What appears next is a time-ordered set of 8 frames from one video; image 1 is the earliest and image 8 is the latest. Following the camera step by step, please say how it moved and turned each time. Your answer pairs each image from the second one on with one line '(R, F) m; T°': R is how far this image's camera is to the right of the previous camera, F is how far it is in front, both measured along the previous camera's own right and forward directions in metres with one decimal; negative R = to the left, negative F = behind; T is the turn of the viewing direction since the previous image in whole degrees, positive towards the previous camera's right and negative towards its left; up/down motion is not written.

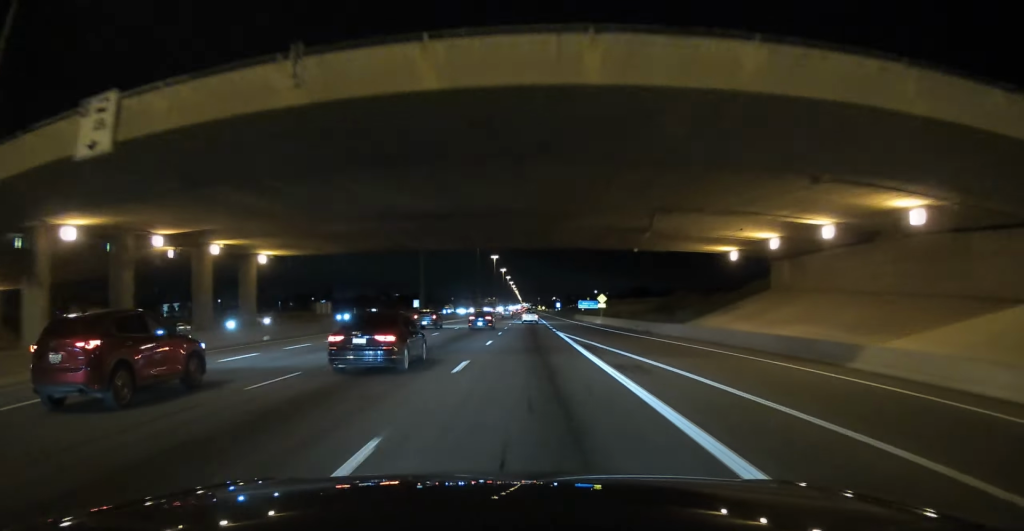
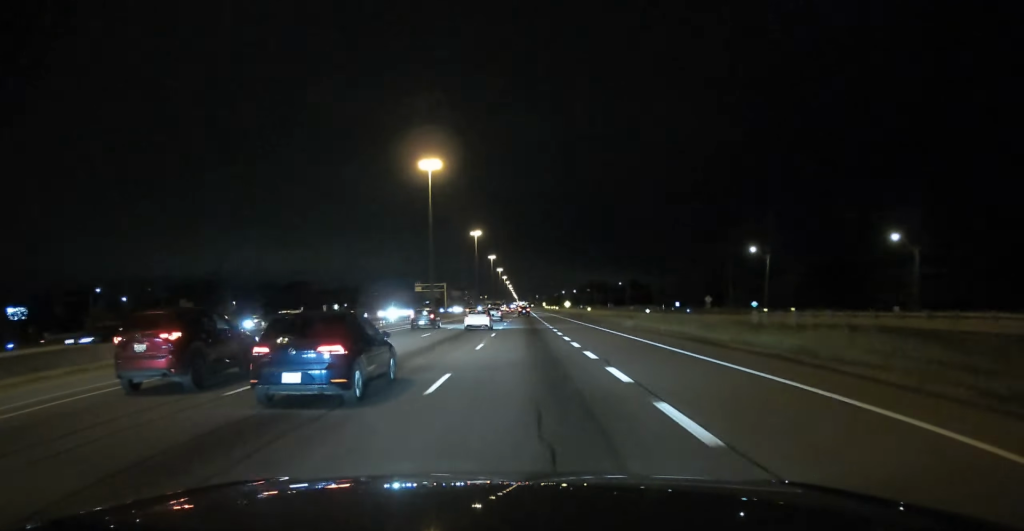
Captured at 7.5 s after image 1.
(+0.2, +238.9) m; 0°
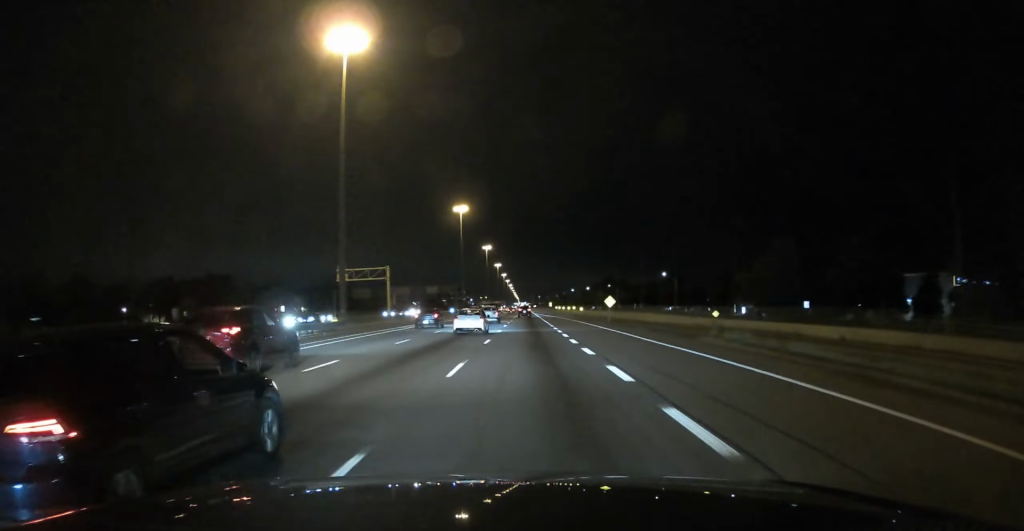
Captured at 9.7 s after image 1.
(0.0, +67.1) m; 0°
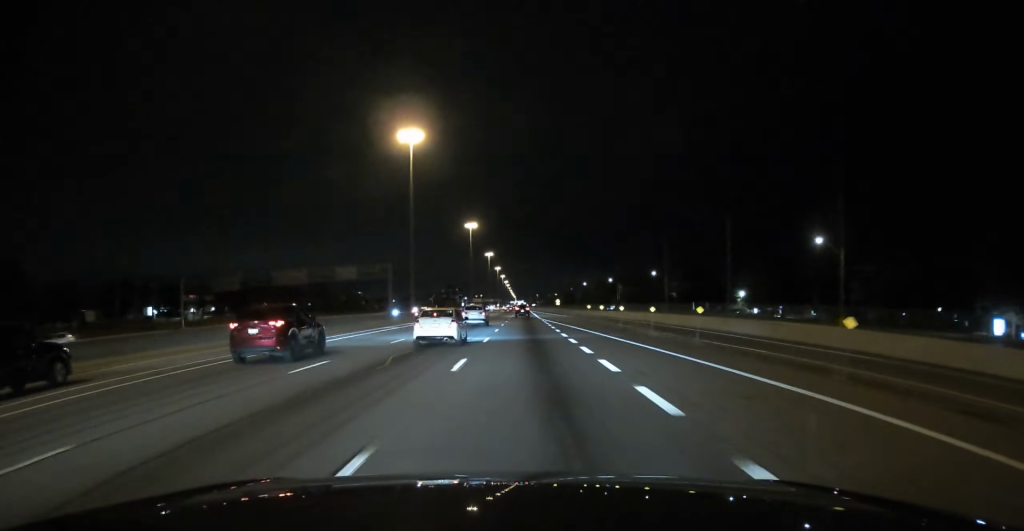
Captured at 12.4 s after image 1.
(+0.1, +85.0) m; 0°
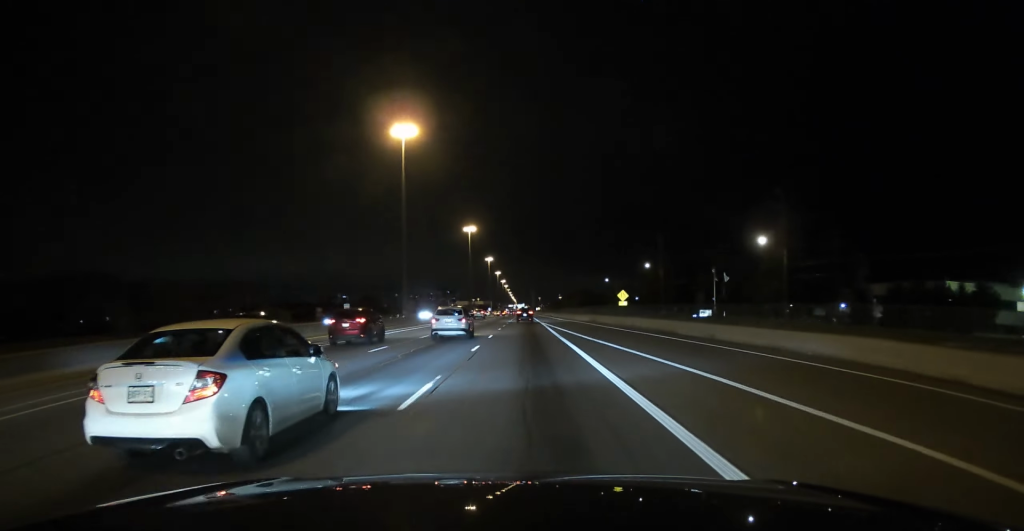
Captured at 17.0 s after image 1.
(-0.2, +140.5) m; 0°
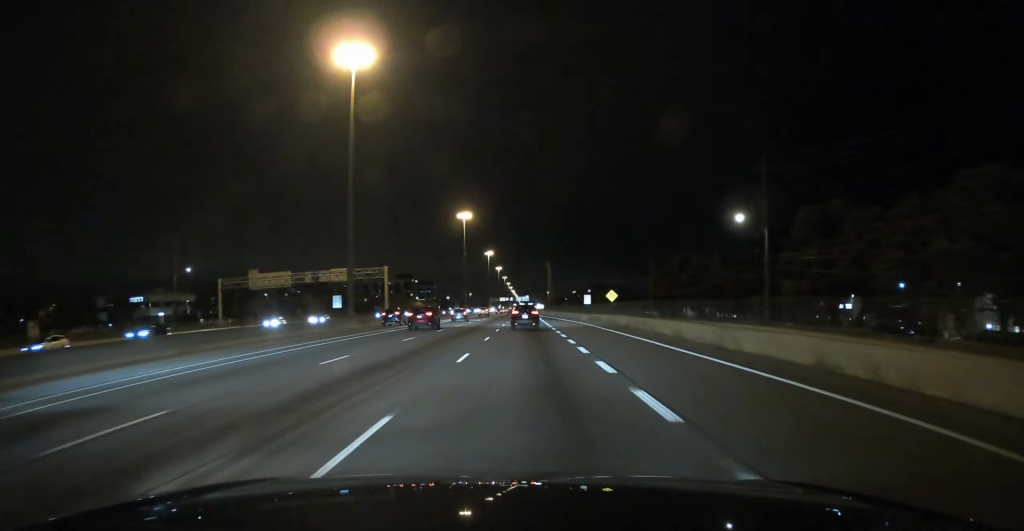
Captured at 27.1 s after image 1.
(+1.1, +309.1) m; 0°
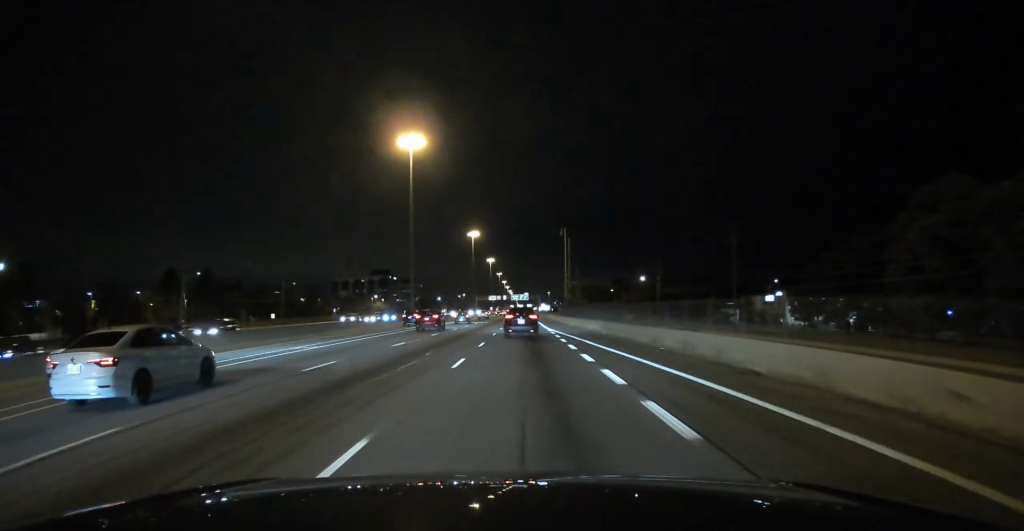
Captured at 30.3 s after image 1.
(-0.9, +100.8) m; 0°
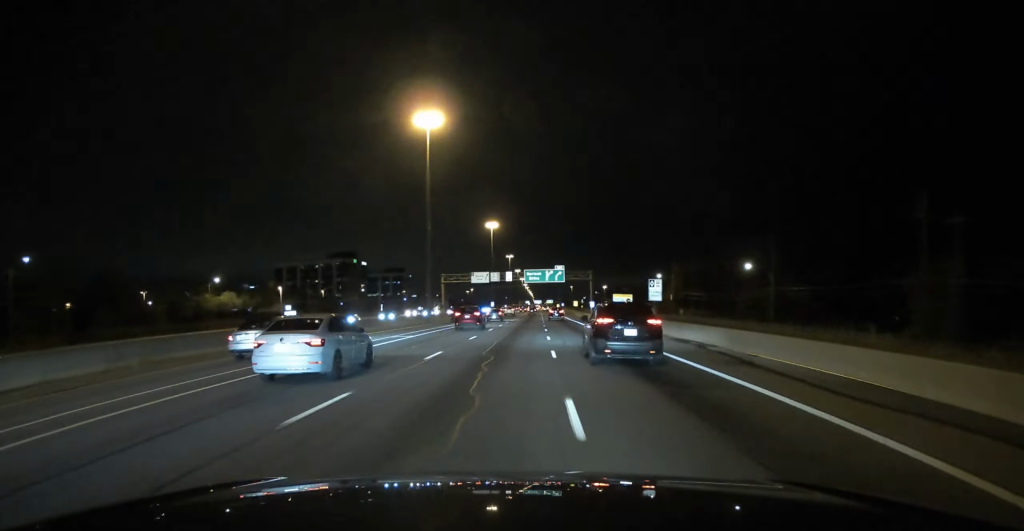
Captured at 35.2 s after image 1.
(-0.7, +151.3) m; 0°
